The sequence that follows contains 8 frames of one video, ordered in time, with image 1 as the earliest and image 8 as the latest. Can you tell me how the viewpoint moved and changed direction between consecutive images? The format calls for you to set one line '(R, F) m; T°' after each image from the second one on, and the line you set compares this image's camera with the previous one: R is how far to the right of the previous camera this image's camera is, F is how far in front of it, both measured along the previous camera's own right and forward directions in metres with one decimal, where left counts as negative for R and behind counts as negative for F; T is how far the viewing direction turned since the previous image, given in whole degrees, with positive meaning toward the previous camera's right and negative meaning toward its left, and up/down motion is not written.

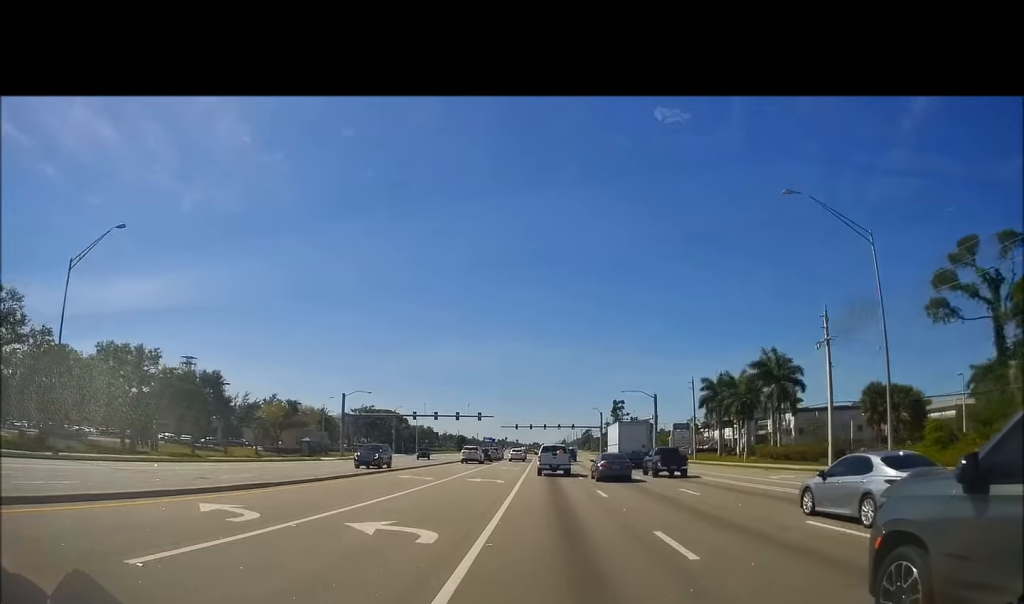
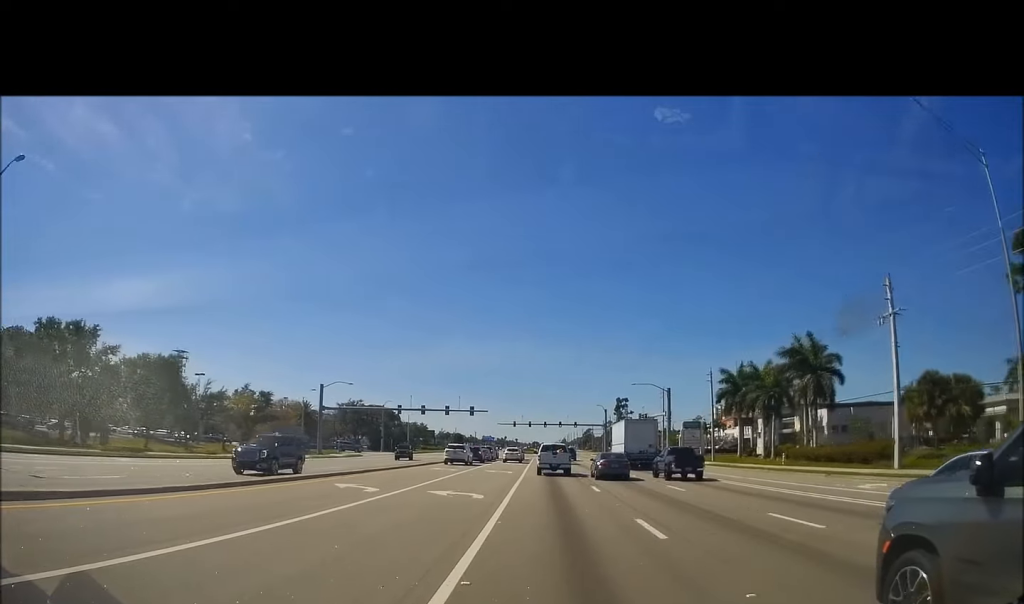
(-0.2, +9.4) m; 0°
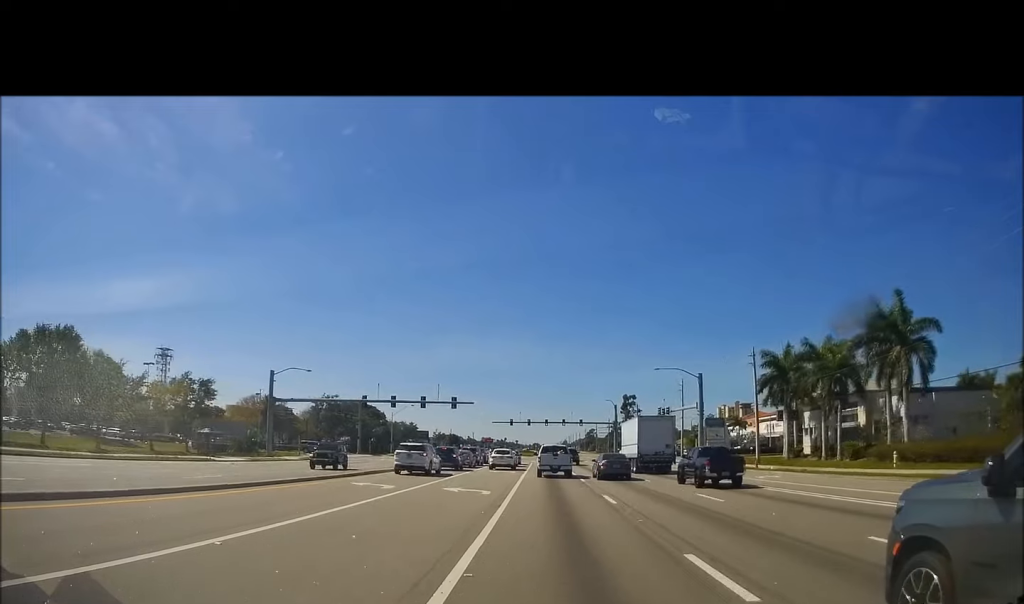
(+0.1, +16.3) m; +1°
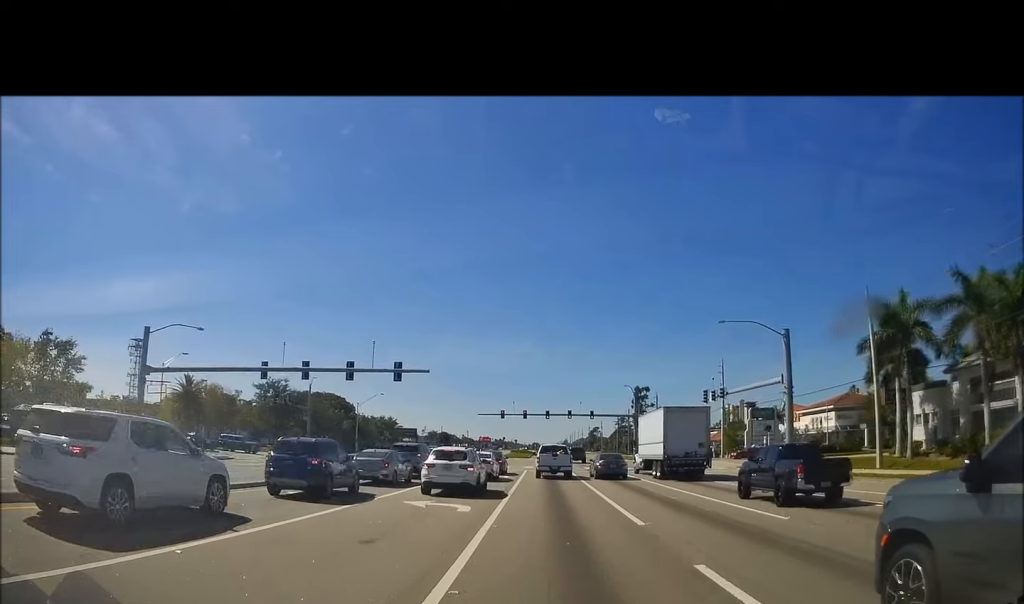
(+0.3, +25.1) m; +1°
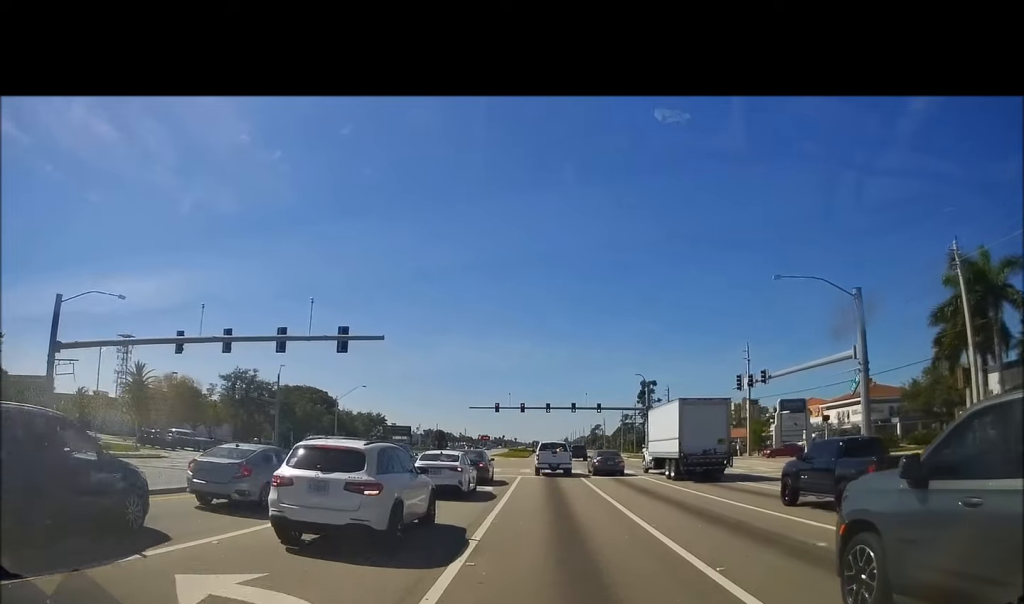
(0.0, +11.4) m; 0°
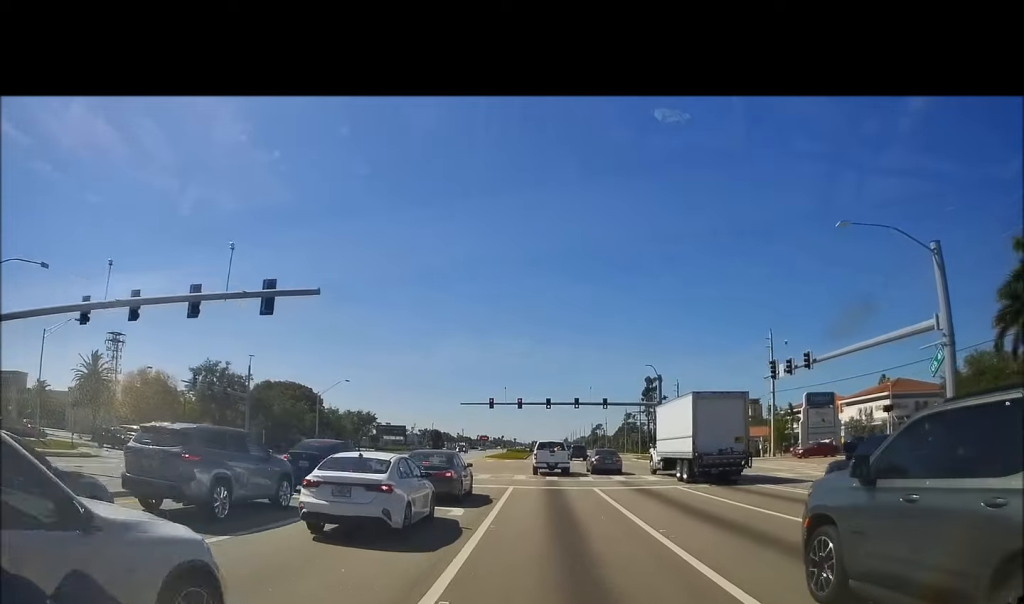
(0.0, +8.4) m; 0°
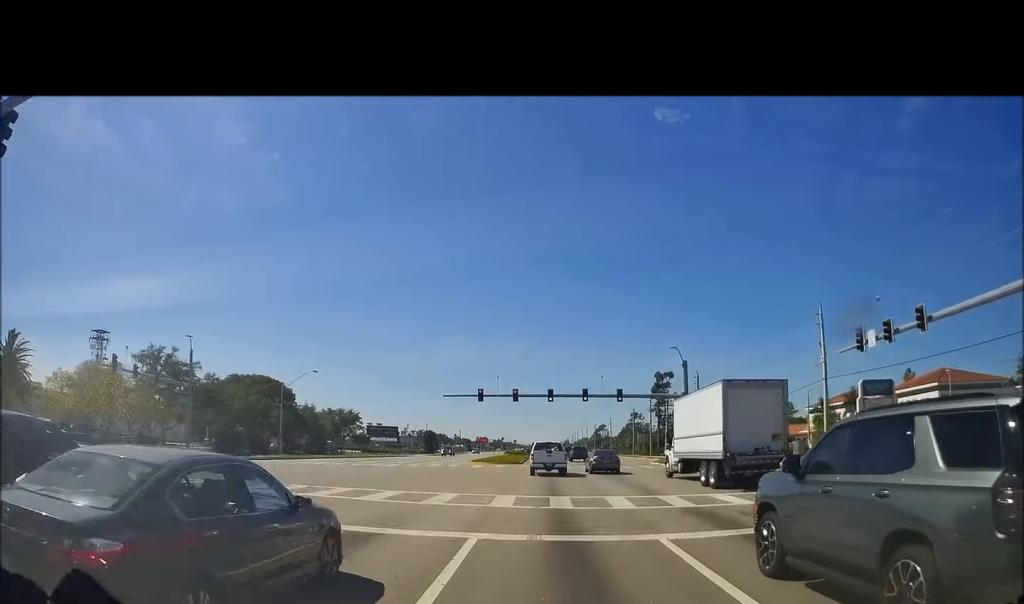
(0.0, +13.2) m; 0°
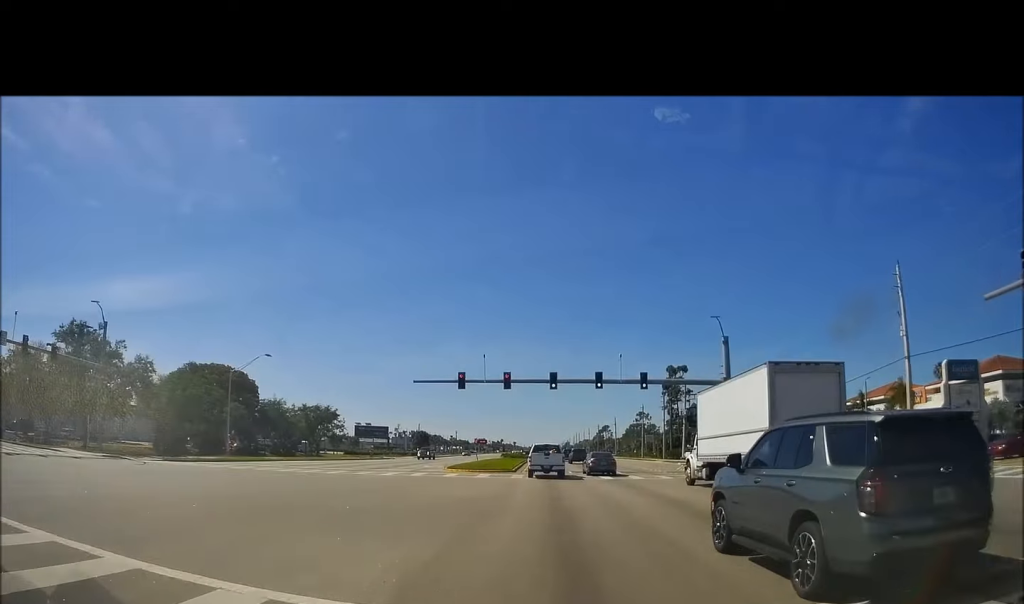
(0.0, +13.9) m; -1°
